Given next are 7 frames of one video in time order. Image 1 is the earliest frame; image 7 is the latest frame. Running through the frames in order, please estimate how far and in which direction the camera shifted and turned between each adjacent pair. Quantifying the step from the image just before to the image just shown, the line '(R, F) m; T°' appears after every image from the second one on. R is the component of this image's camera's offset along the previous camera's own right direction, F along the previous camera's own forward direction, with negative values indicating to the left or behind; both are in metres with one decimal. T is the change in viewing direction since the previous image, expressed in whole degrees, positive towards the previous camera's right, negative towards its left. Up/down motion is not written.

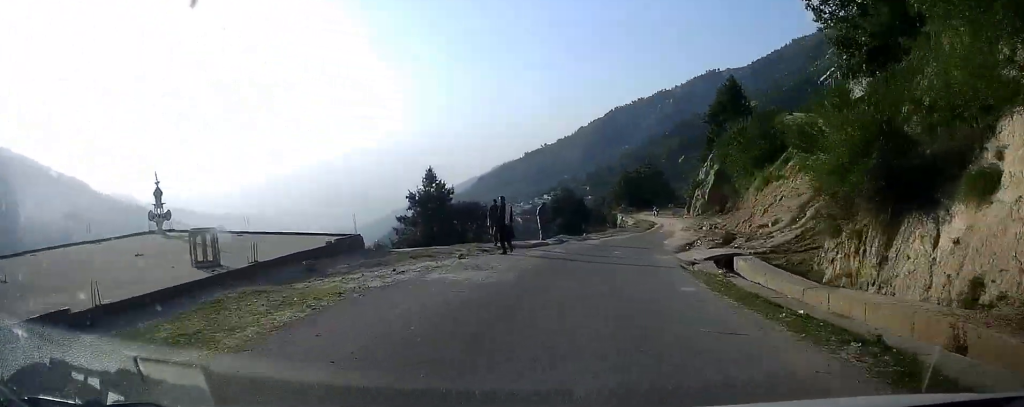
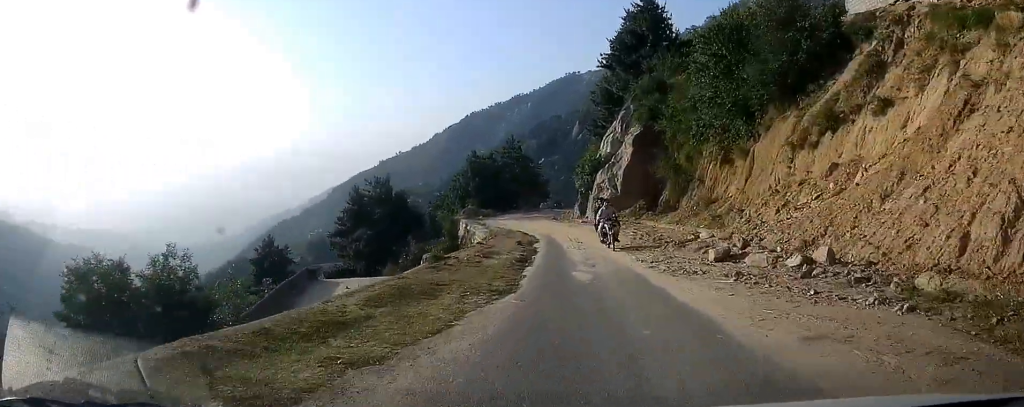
(+5.7, +34.5) m; +18°
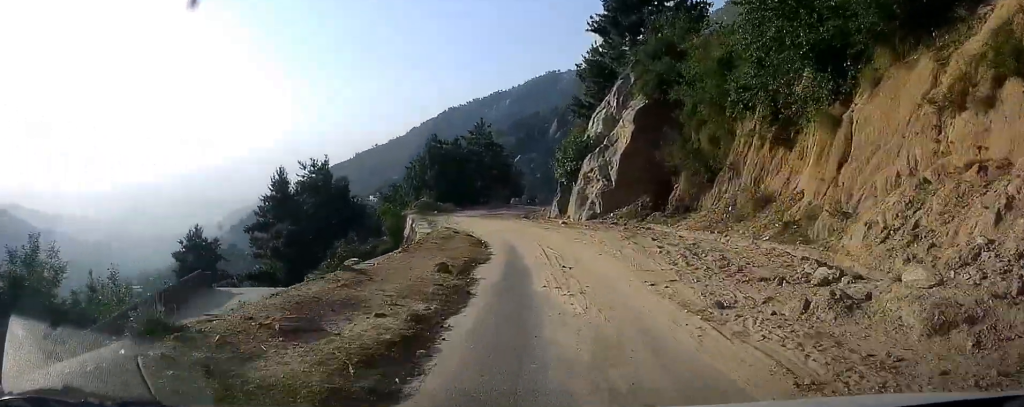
(+0.6, +11.6) m; +3°
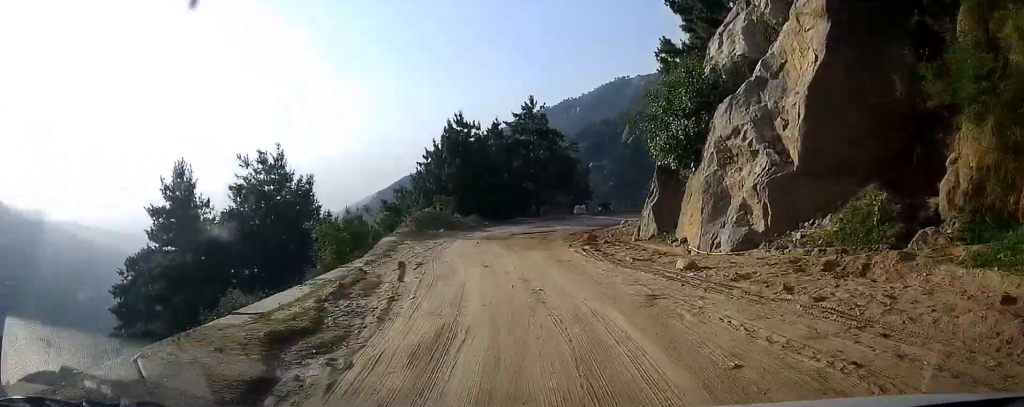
(-0.1, +17.9) m; -5°
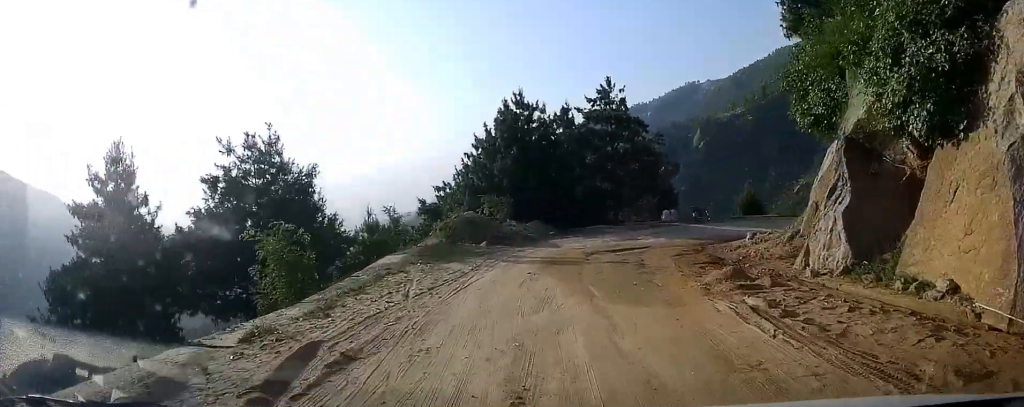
(0.0, +7.8) m; -5°
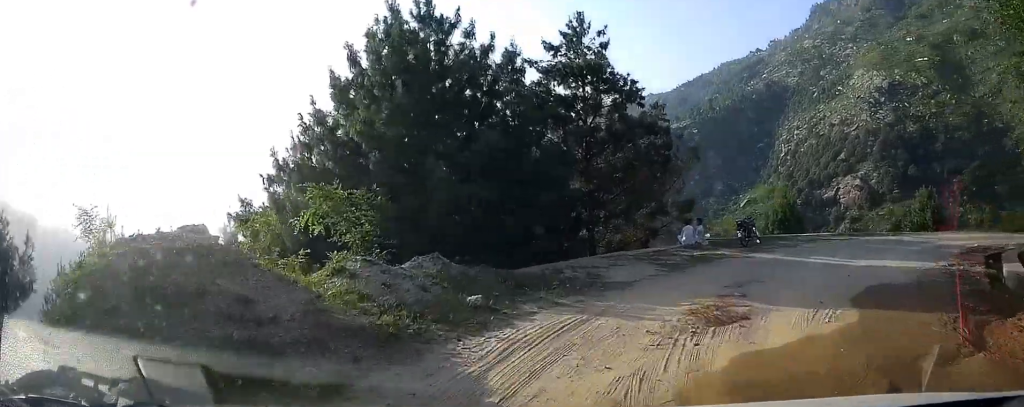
(-1.5, +16.4) m; 0°
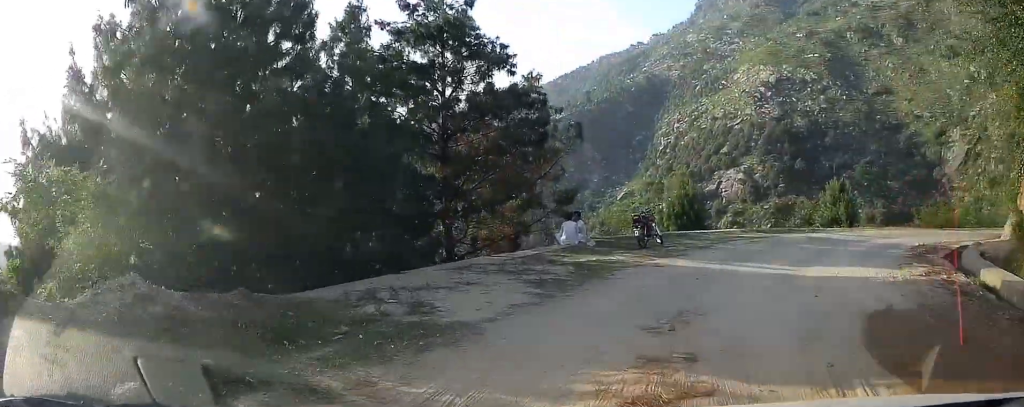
(-0.5, +5.0) m; +7°
